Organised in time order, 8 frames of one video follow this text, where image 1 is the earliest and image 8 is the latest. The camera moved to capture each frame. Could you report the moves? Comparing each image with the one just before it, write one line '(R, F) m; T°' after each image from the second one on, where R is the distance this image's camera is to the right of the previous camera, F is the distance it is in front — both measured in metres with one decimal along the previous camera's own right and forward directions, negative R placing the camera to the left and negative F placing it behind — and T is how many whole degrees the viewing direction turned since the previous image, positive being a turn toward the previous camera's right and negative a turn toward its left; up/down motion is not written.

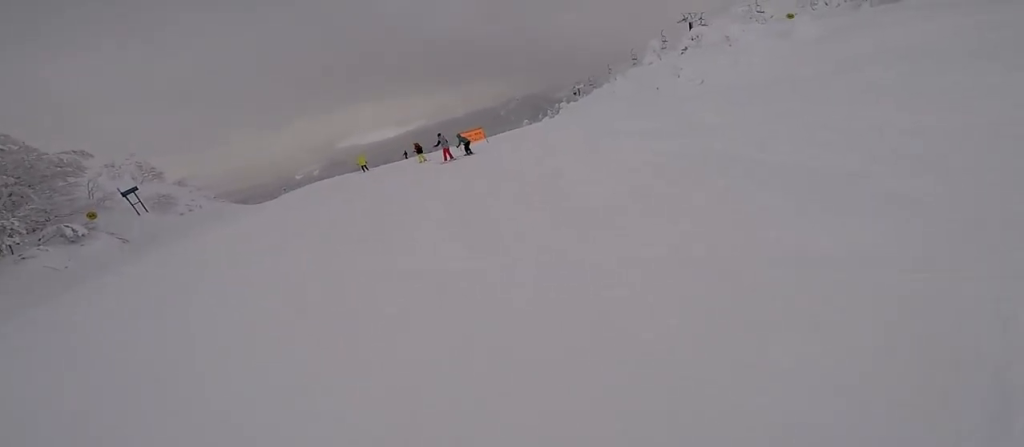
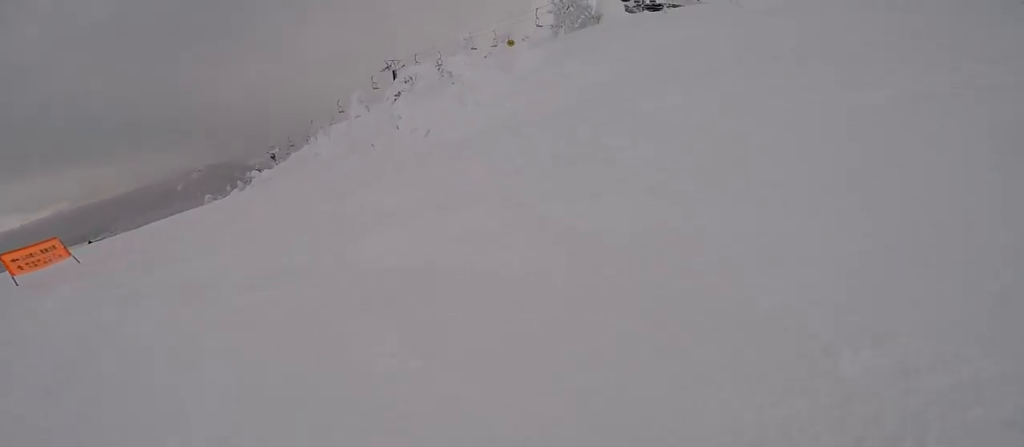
(+2.9, +9.5) m; +25°
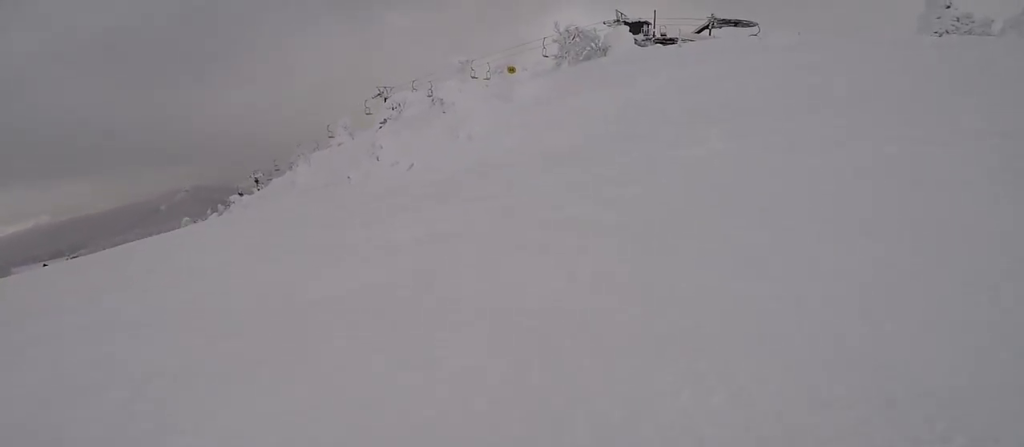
(-0.1, +3.2) m; -15°
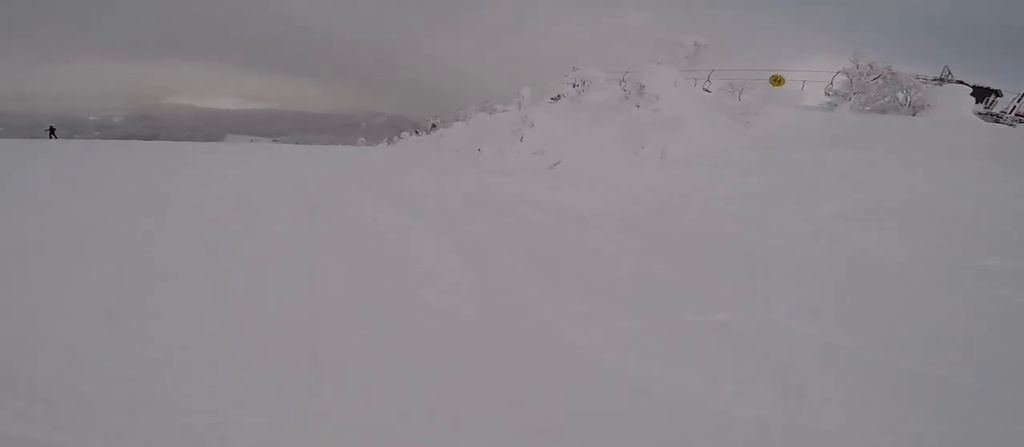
(-2.9, +7.6) m; -36°
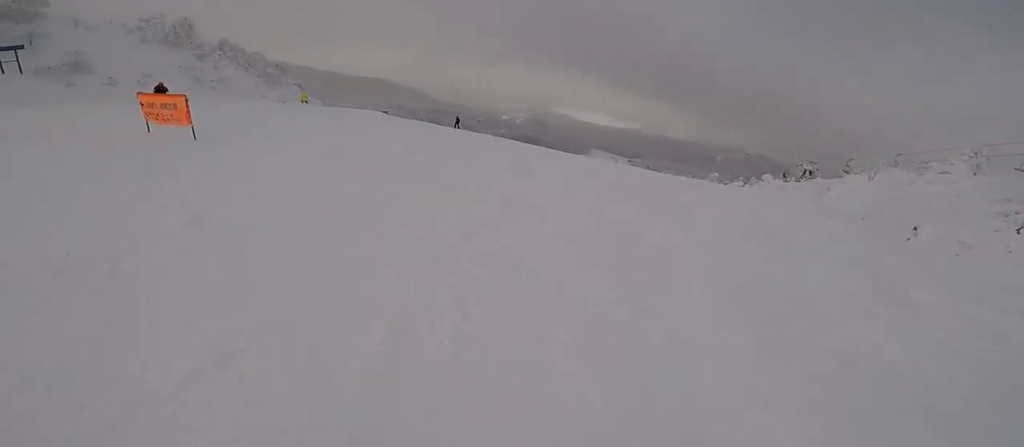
(-0.1, +4.4) m; -11°
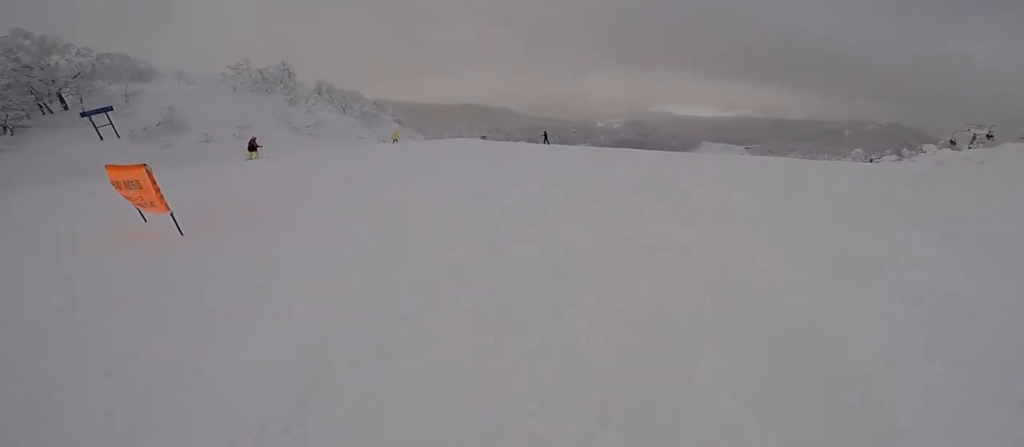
(-0.7, +4.5) m; -3°
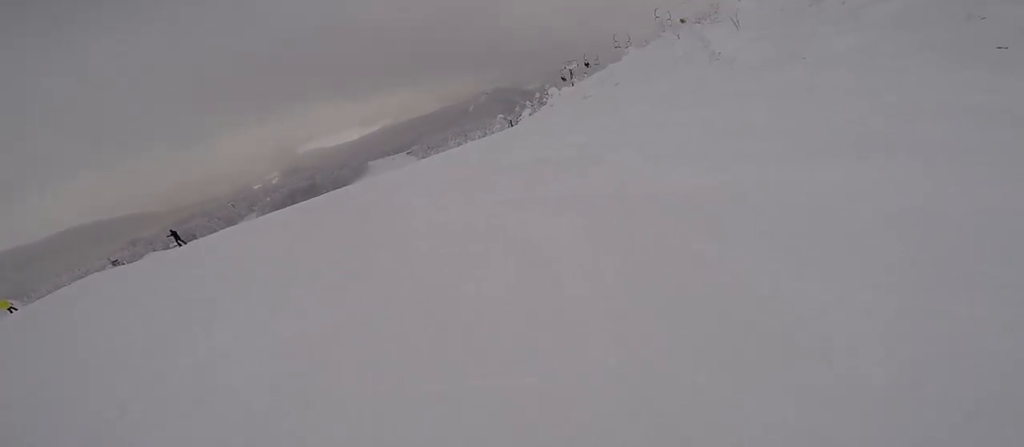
(+0.9, +8.4) m; +29°
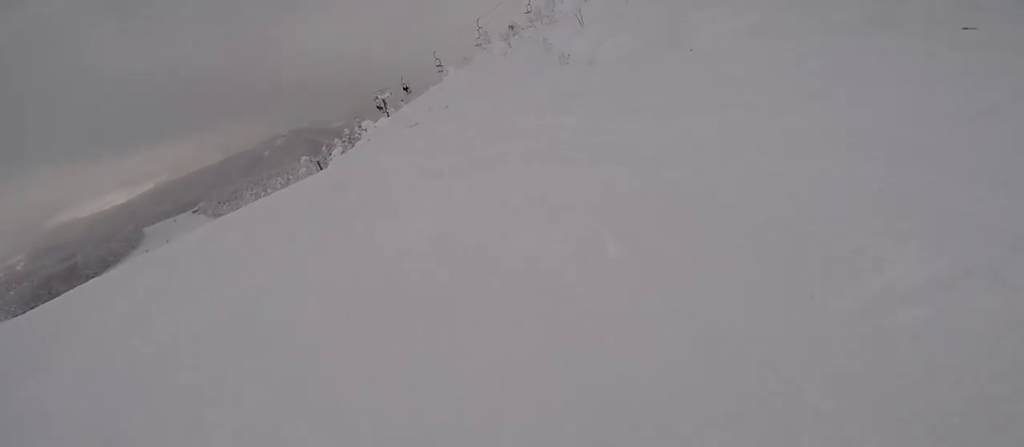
(+1.5, +5.5) m; +24°
